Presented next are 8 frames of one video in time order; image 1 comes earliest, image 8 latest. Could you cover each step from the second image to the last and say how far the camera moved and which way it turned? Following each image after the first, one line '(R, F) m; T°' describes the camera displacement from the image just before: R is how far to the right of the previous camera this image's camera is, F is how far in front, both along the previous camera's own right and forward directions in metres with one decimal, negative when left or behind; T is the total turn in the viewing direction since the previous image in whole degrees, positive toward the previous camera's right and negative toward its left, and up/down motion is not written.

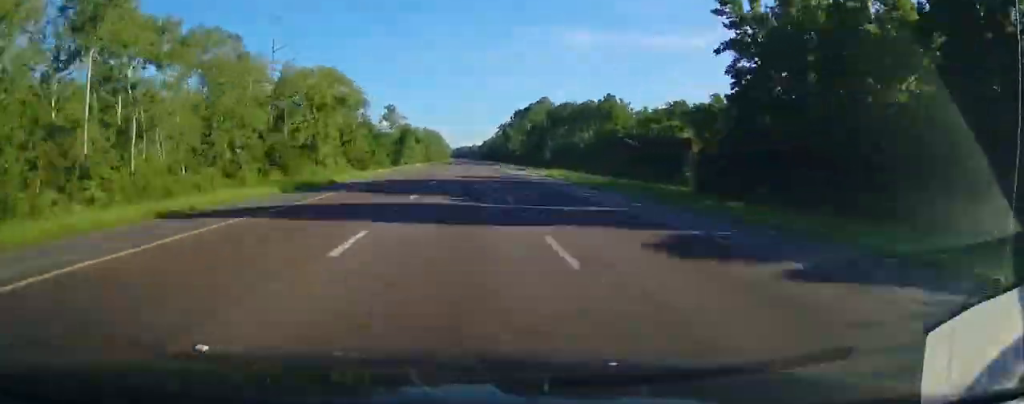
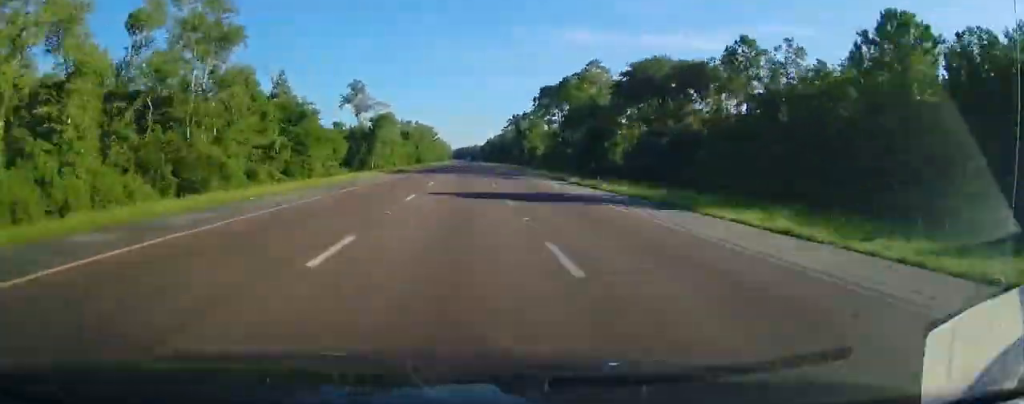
(+0.3, +60.3) m; 0°
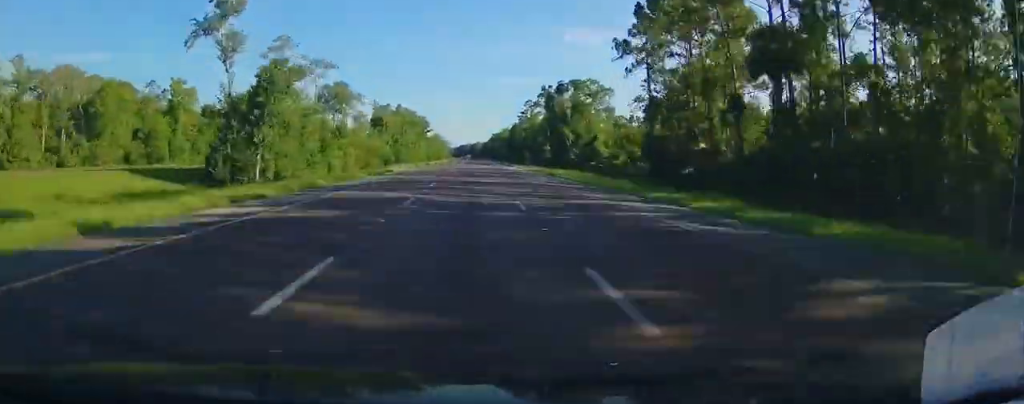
(0.0, +74.0) m; 0°
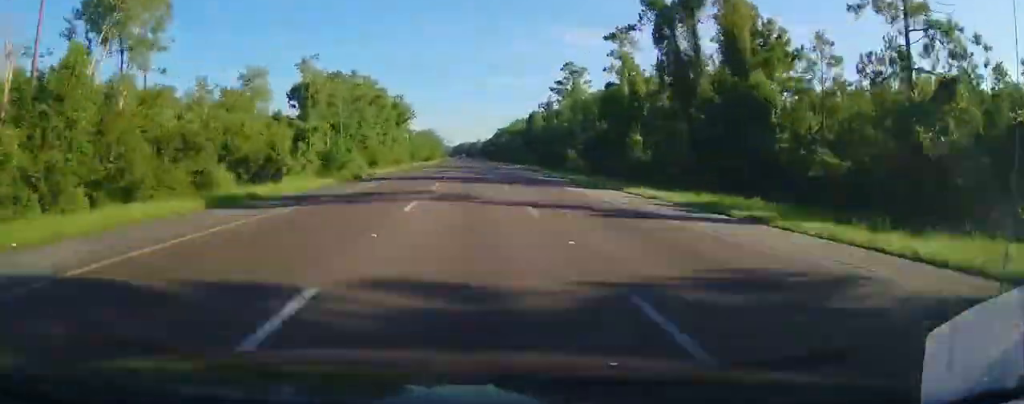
(-0.6, +73.9) m; 0°
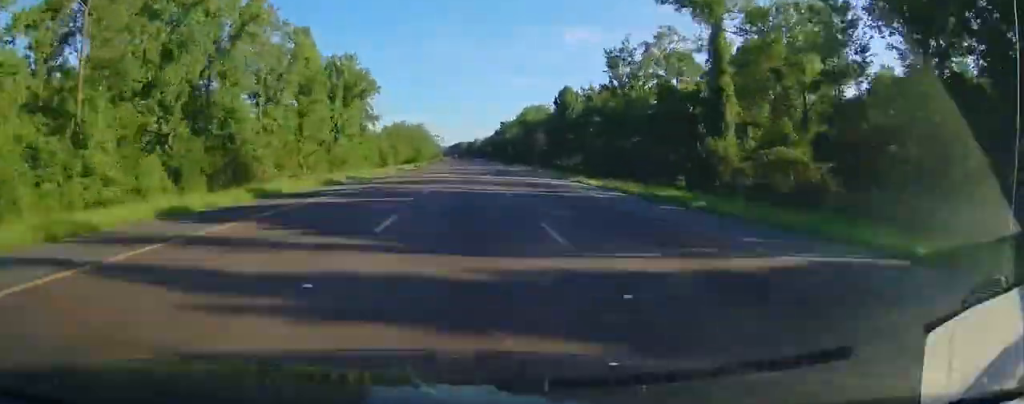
(-0.1, +64.5) m; 0°
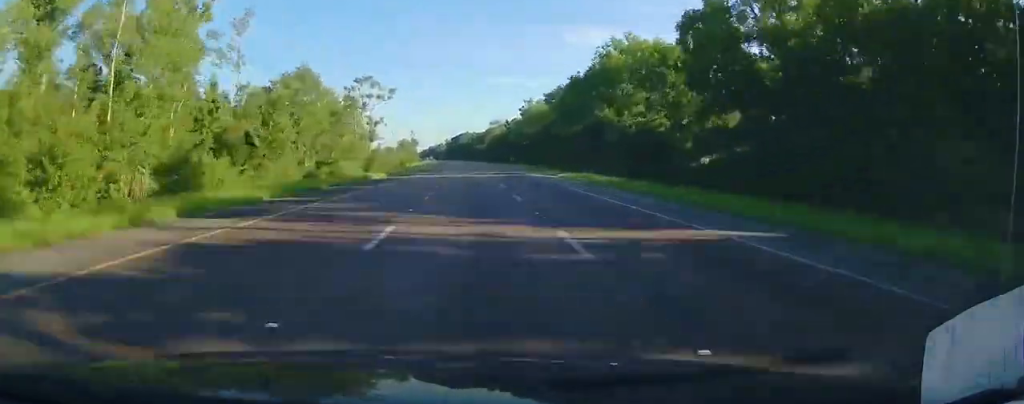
(+0.8, +305.3) m; -1°
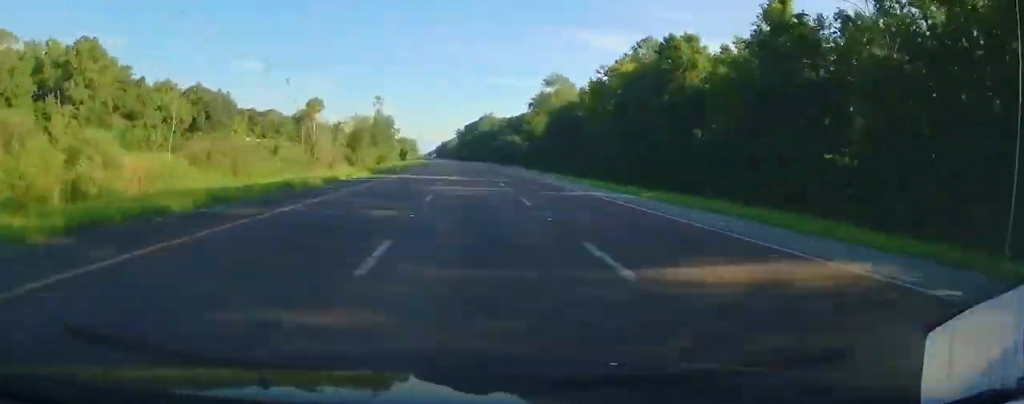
(-2.7, +158.6) m; -3°
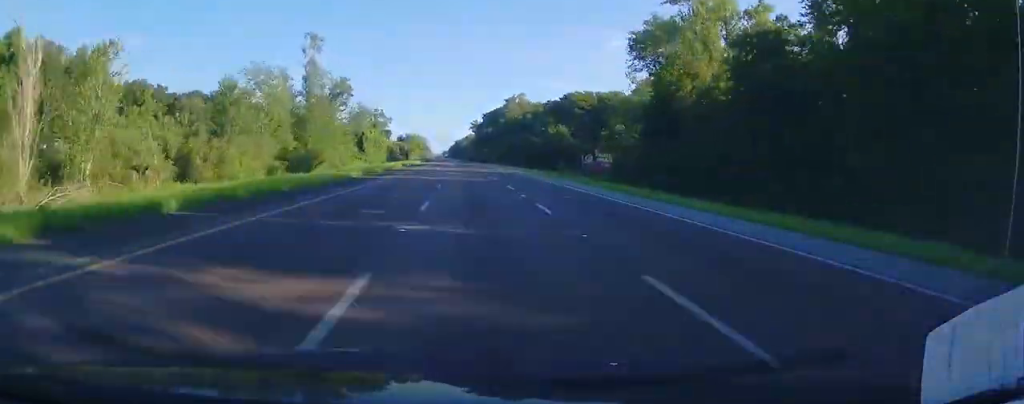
(-0.7, +75.0) m; -2°
